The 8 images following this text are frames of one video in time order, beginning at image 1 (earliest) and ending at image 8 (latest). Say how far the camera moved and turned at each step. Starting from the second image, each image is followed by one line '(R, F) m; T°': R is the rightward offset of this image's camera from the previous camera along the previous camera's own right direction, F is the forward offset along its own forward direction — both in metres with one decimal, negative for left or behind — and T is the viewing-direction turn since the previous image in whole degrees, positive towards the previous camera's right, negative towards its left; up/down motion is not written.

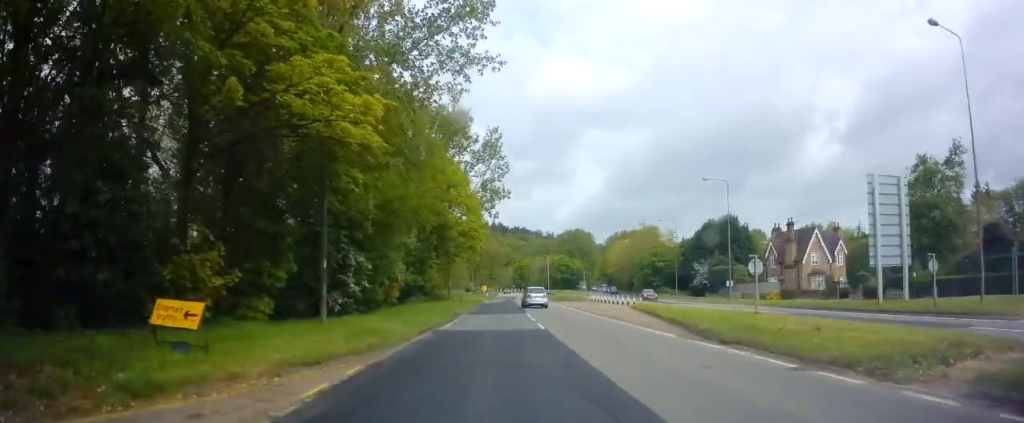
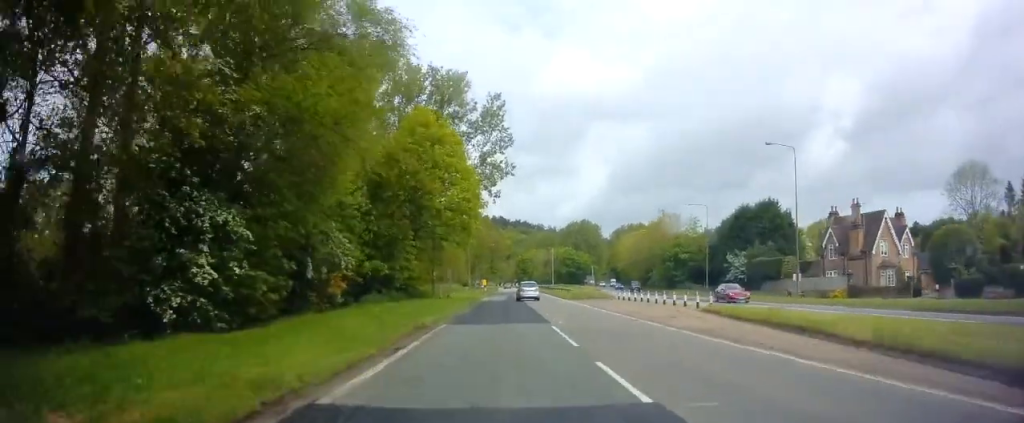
(0.0, +13.2) m; 0°
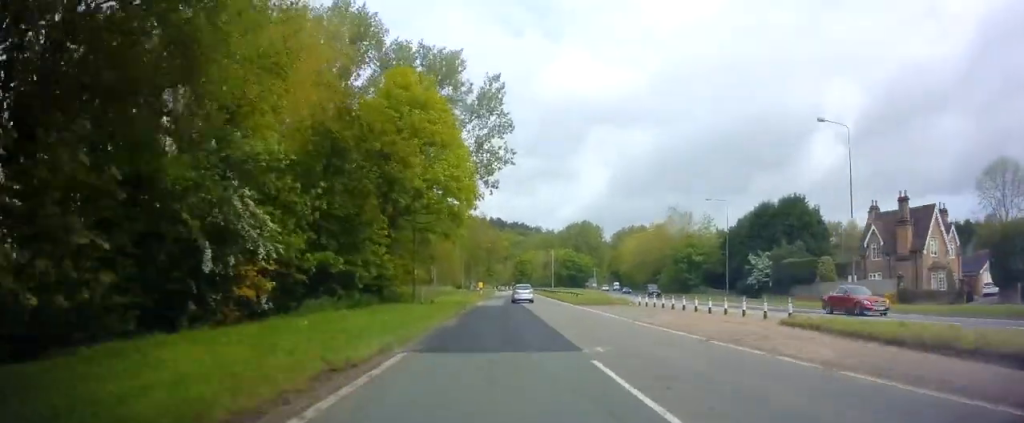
(0.0, +7.8) m; +1°
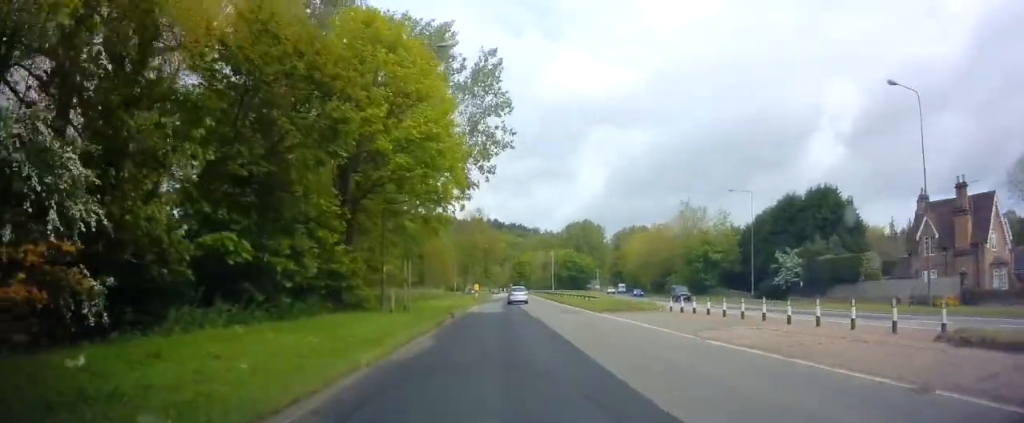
(-0.1, +7.9) m; +1°
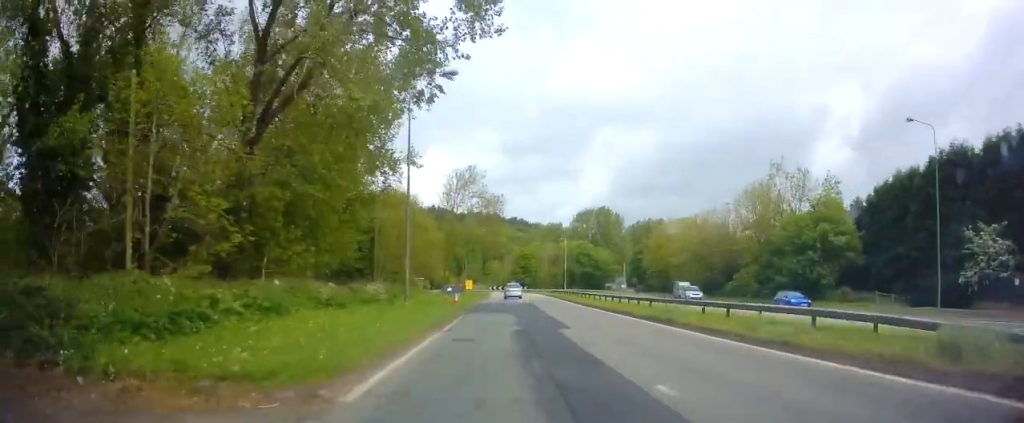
(0.0, +30.2) m; -1°
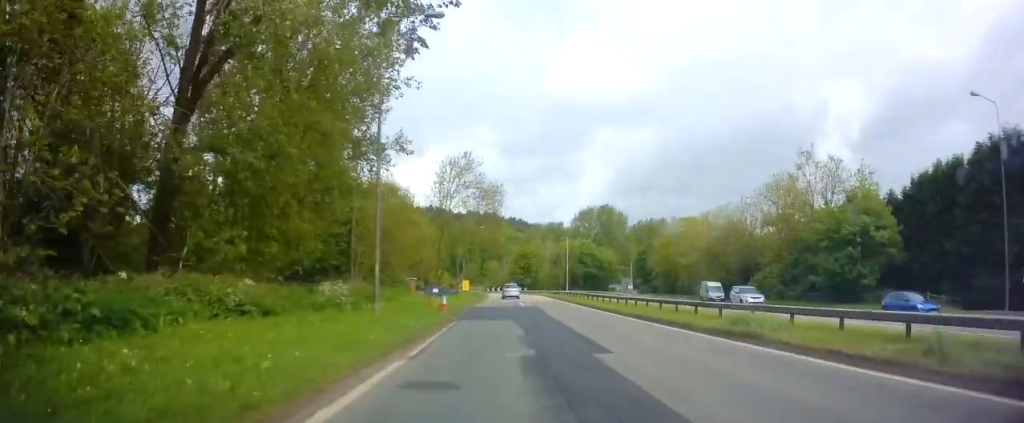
(+0.1, +6.6) m; 0°
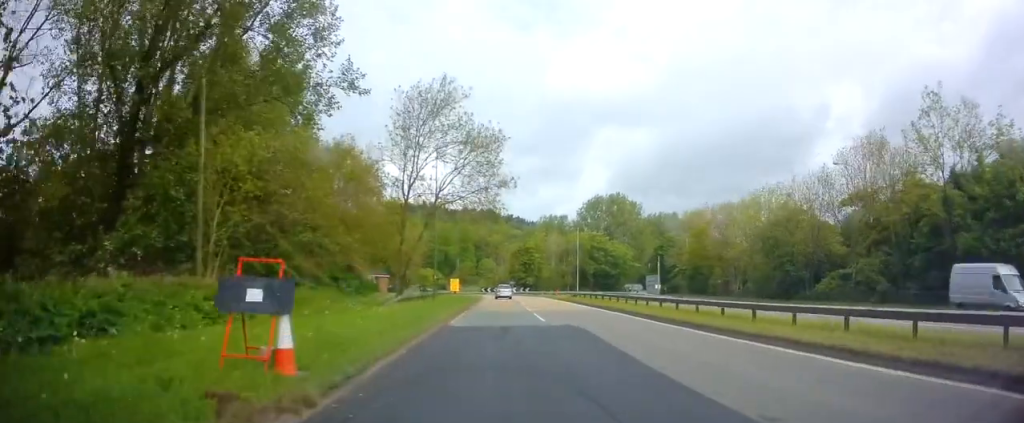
(-0.1, +19.5) m; +1°
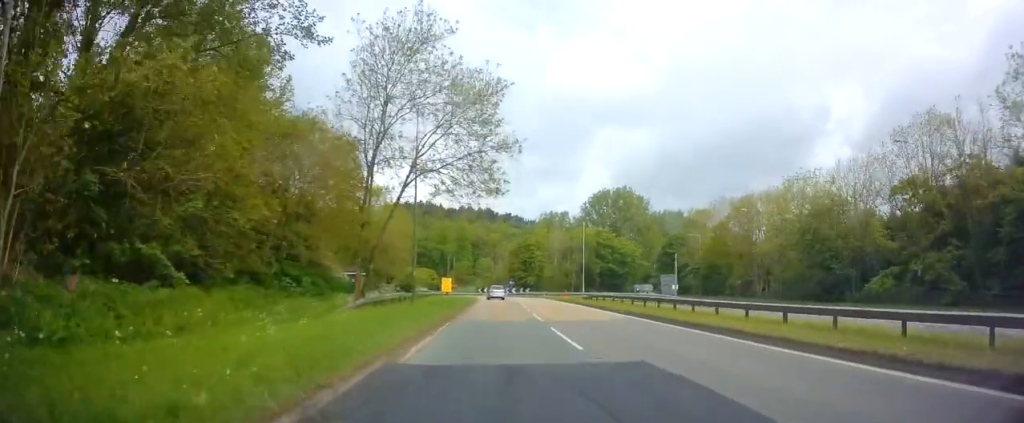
(+0.4, +9.3) m; 0°
